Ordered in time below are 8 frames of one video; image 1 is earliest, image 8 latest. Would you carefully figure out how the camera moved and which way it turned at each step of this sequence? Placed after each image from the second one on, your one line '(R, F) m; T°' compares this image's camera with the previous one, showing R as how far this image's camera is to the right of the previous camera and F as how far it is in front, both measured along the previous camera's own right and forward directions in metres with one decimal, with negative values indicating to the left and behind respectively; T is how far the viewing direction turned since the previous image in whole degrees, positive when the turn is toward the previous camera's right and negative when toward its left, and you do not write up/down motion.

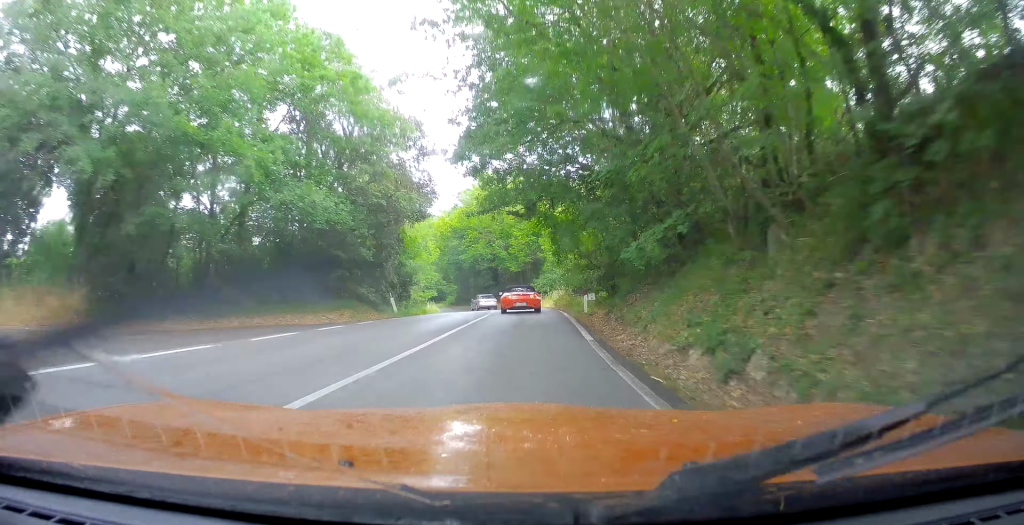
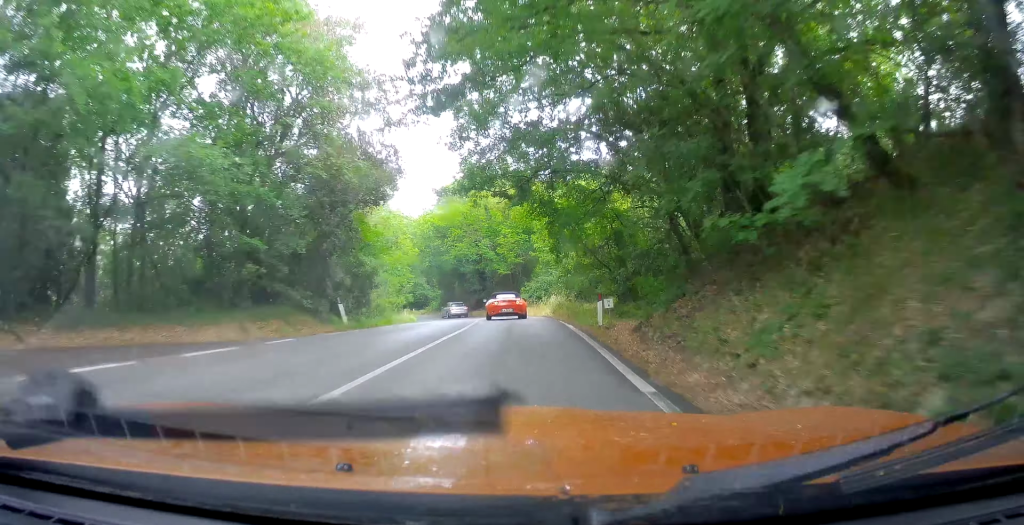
(0.0, +5.9) m; -1°
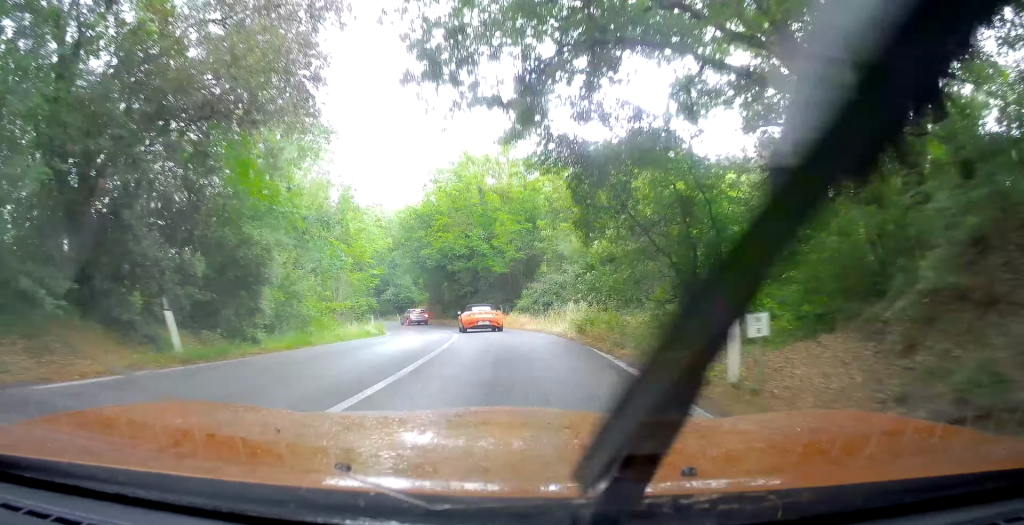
(-0.1, +10.3) m; -3°
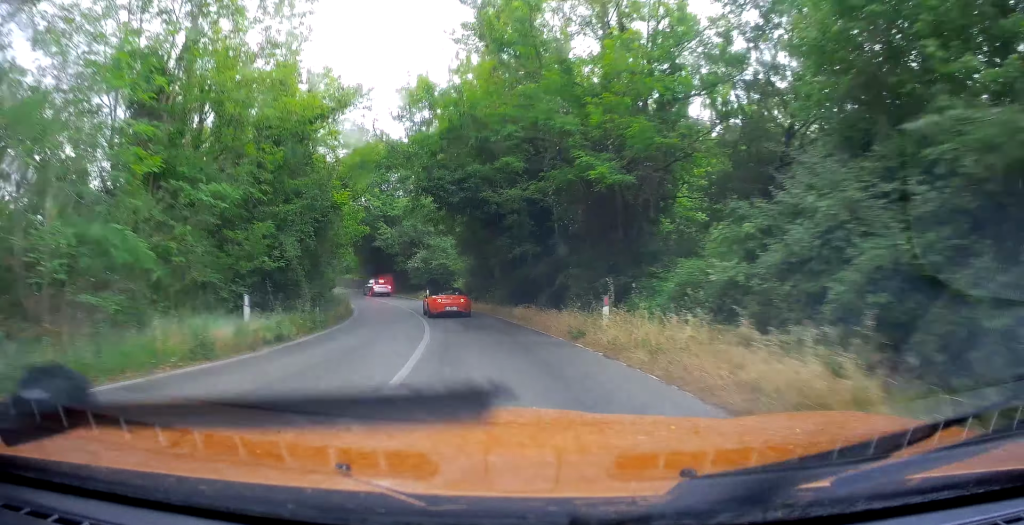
(-1.7, +23.1) m; -8°
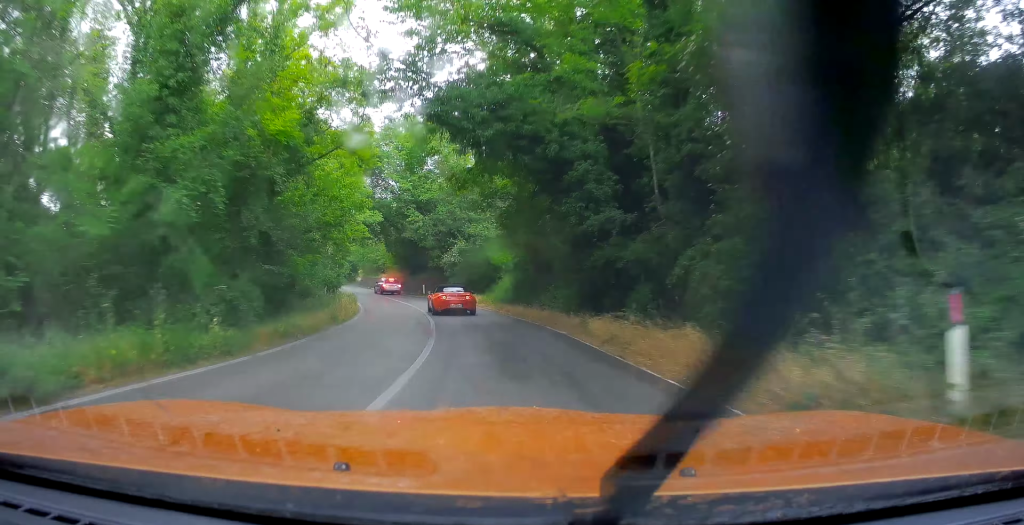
(-0.1, +9.4) m; -2°
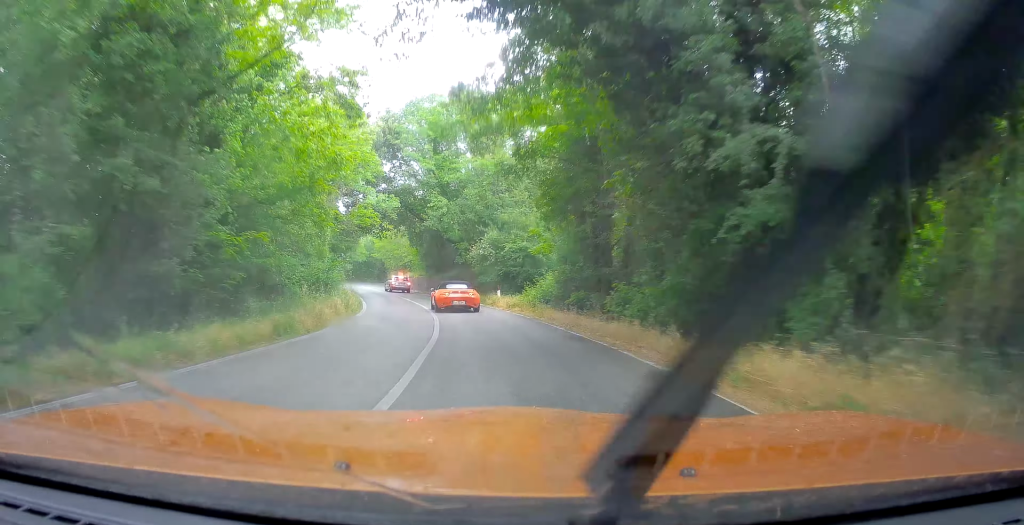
(0.0, +6.9) m; -2°
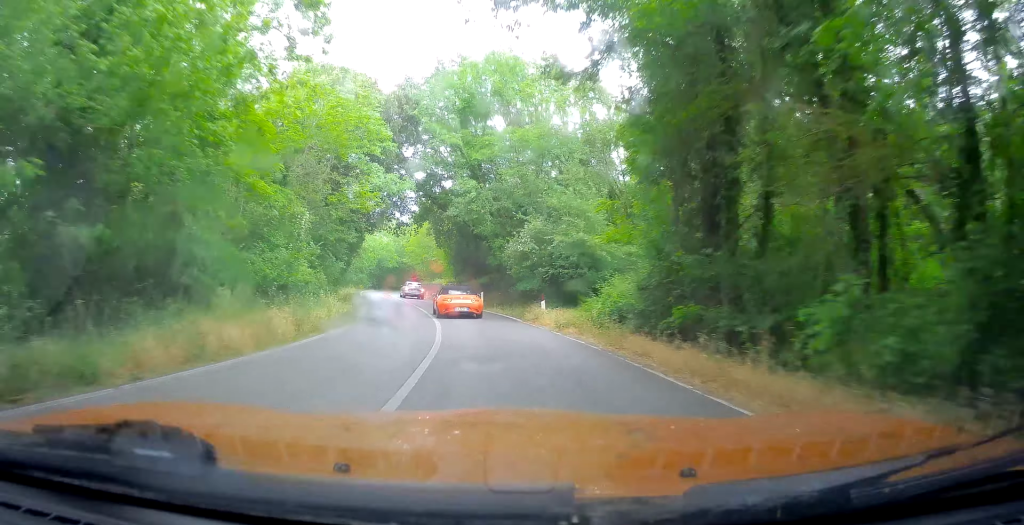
(-0.2, +8.3) m; -4°
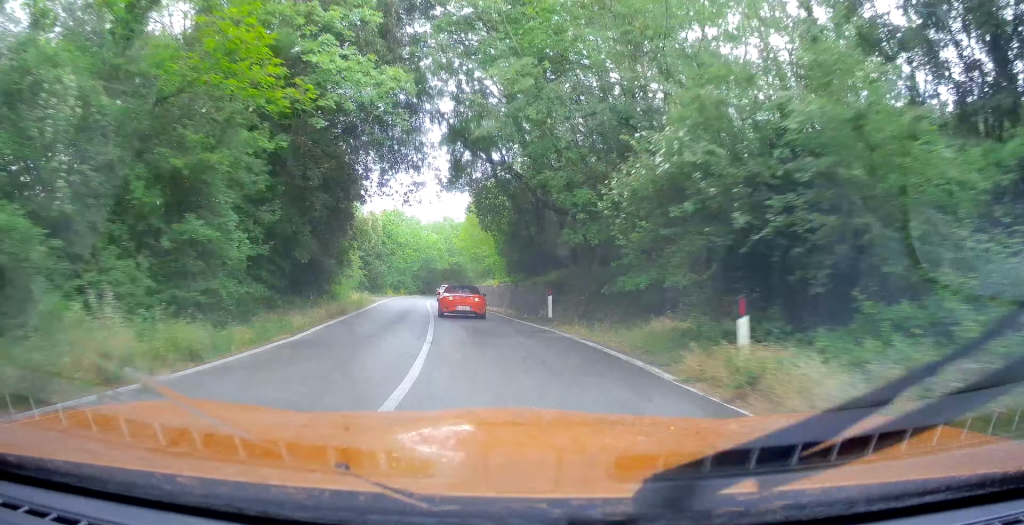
(-0.8, +14.0) m; -8°
